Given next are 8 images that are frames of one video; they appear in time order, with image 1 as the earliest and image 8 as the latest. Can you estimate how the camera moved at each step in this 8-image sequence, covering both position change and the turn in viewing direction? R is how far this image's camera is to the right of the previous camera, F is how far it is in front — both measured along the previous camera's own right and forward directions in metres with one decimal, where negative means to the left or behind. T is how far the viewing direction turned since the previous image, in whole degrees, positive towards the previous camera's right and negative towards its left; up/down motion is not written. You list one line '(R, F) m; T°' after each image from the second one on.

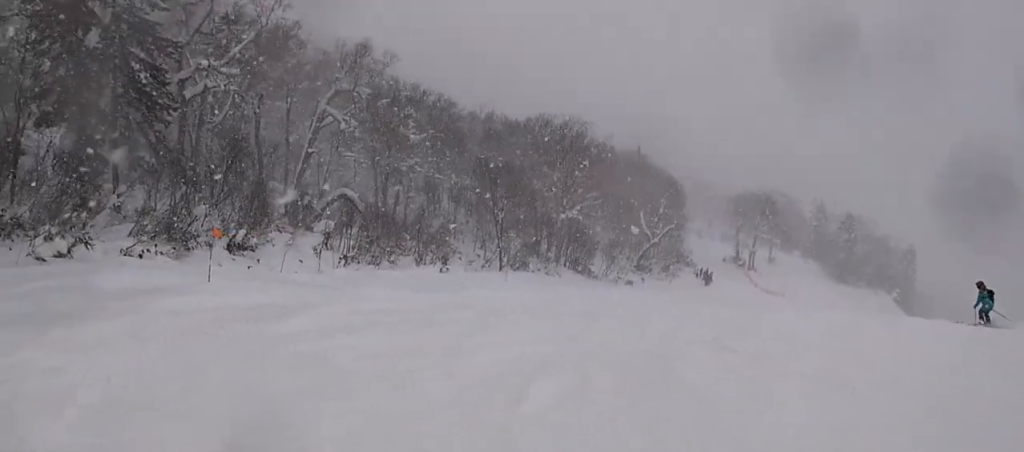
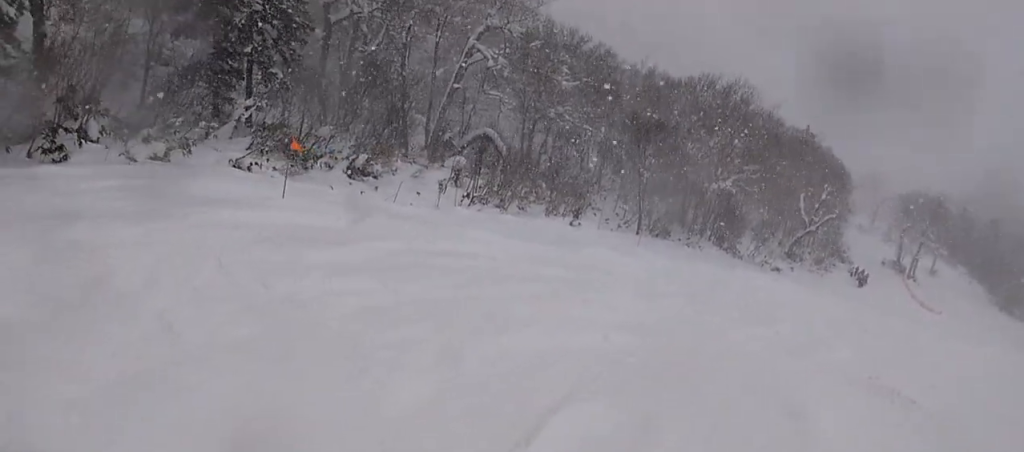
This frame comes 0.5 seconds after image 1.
(-0.3, +2.1) m; -11°
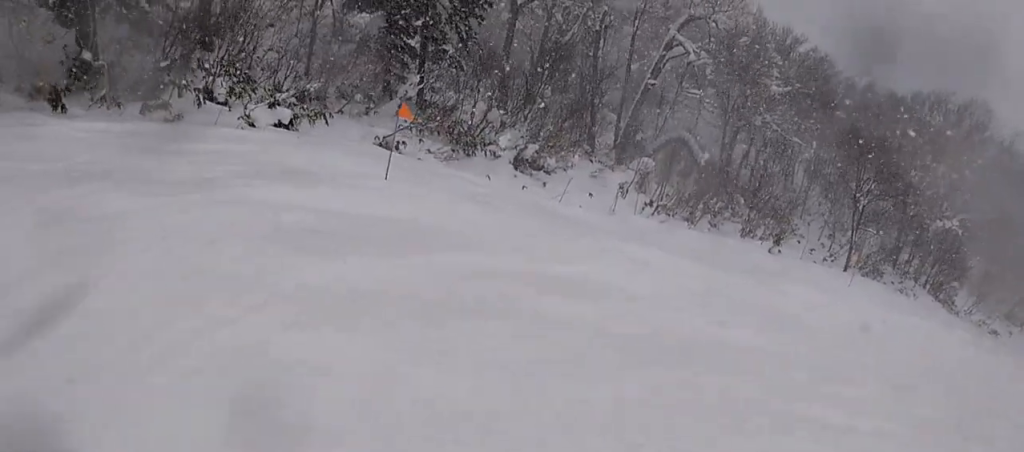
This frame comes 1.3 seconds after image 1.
(-0.4, +3.2) m; -10°
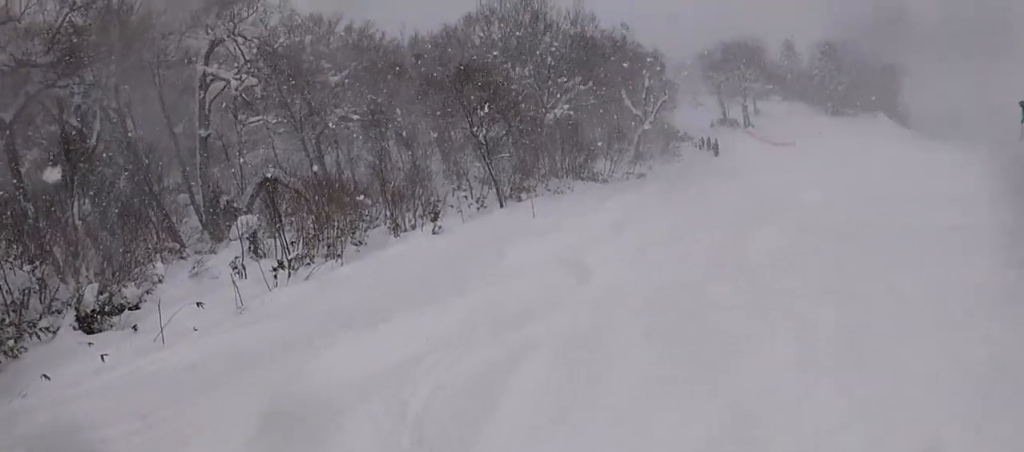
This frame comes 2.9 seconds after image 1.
(+0.7, +5.9) m; +35°
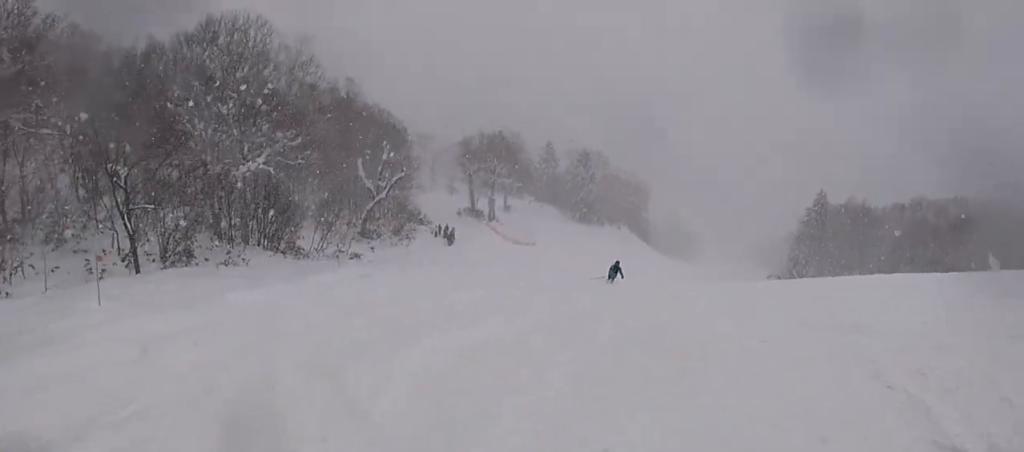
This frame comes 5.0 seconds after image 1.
(+3.2, +8.3) m; +21°
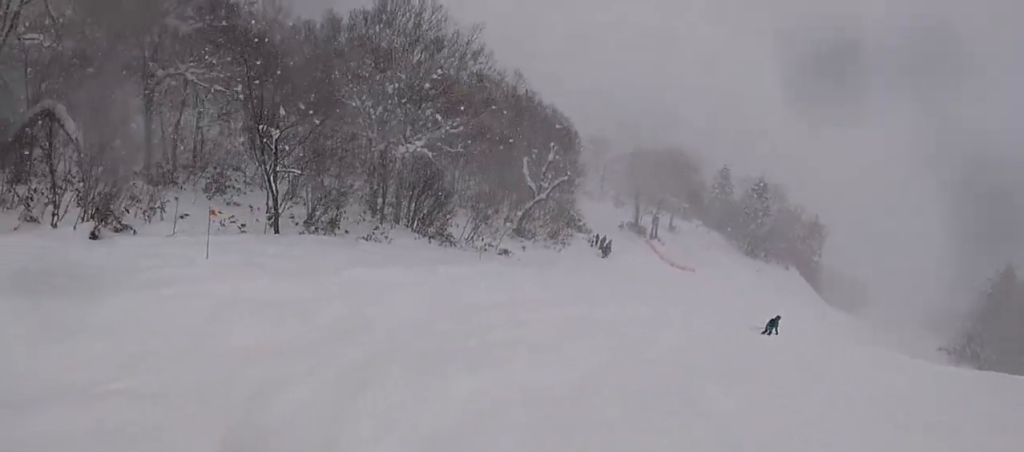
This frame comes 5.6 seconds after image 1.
(-0.2, +2.5) m; -18°
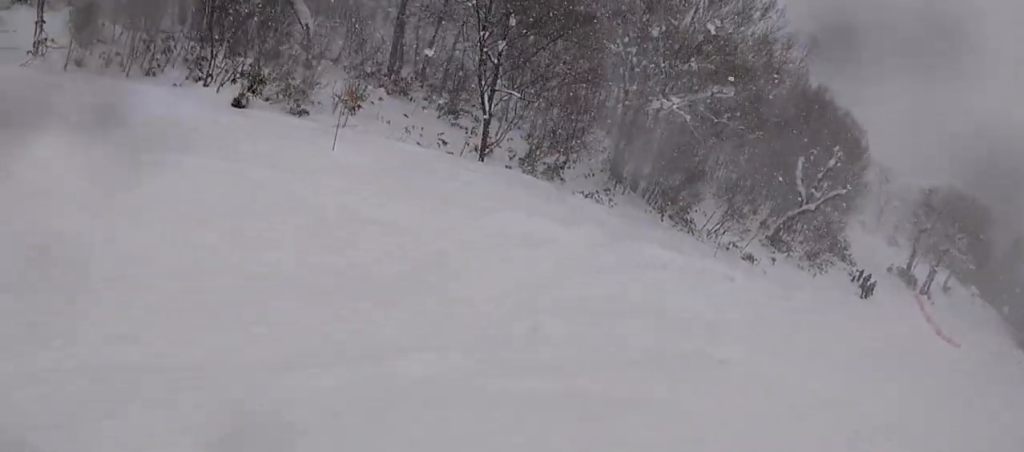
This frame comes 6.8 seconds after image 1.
(-1.5, +4.3) m; -34°
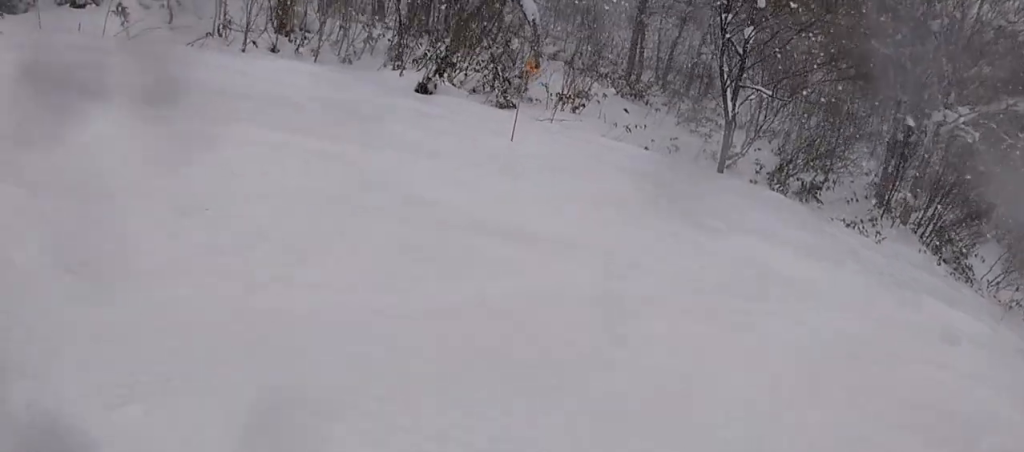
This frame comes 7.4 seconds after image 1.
(-0.4, +2.7) m; -12°
